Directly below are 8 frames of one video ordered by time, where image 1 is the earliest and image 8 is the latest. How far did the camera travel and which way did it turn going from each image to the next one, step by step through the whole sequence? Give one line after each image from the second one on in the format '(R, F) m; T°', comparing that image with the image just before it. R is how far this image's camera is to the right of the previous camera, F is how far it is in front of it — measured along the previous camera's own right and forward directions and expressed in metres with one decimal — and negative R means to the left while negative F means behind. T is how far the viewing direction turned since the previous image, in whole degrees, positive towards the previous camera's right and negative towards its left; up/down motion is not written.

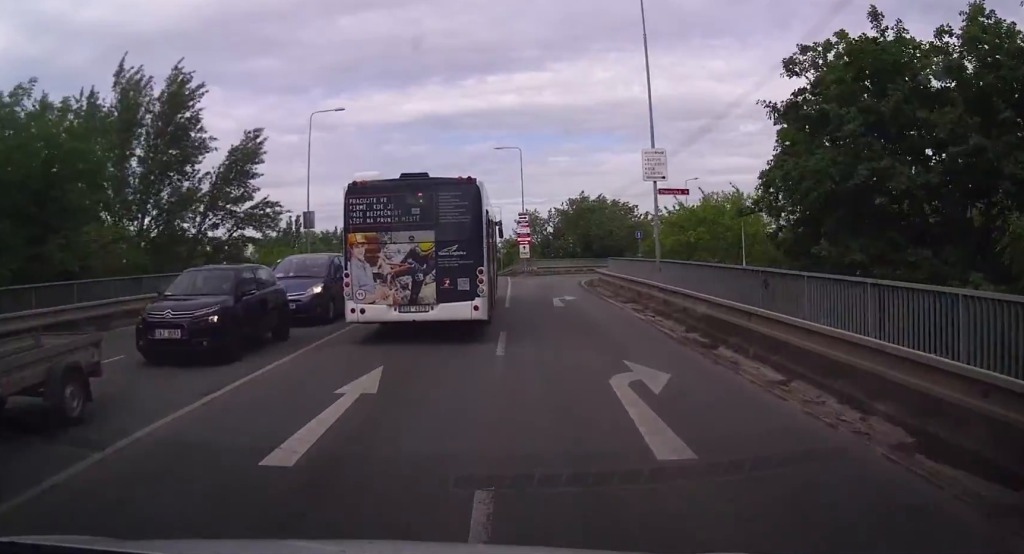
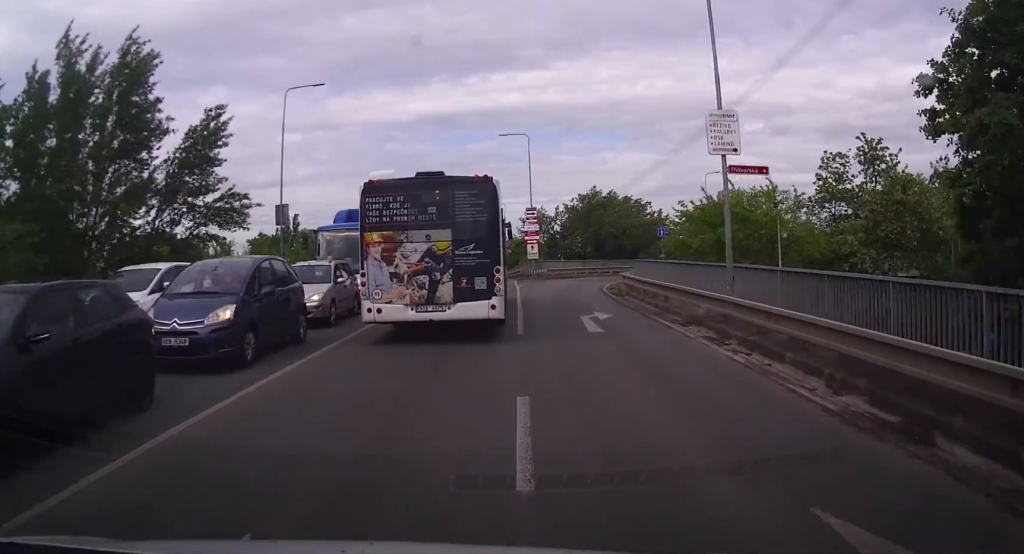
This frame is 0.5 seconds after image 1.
(-0.1, +6.6) m; 0°
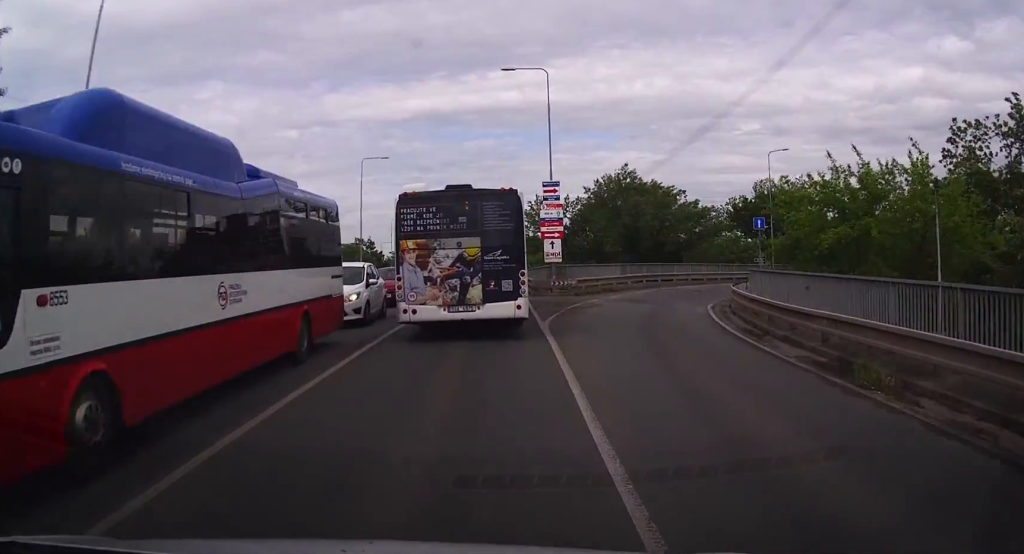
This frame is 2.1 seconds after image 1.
(+0.1, +19.9) m; -1°
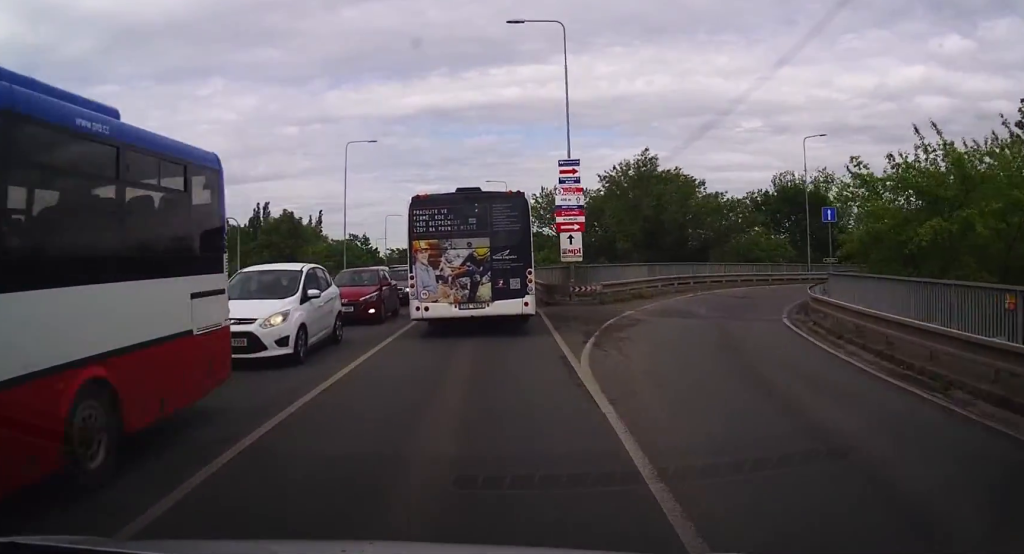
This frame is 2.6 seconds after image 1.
(-0.4, +6.9) m; 0°
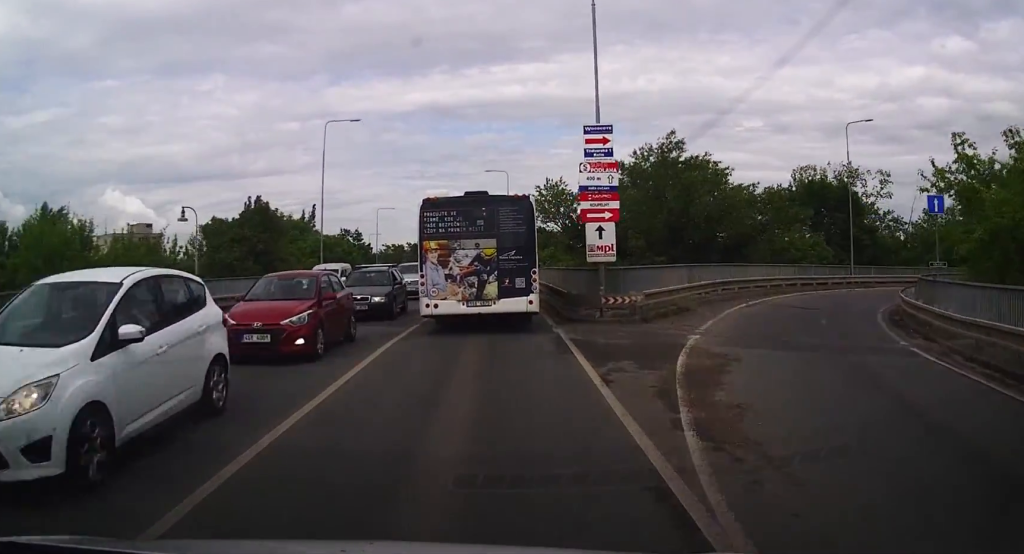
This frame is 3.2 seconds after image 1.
(+0.1, +6.7) m; 0°
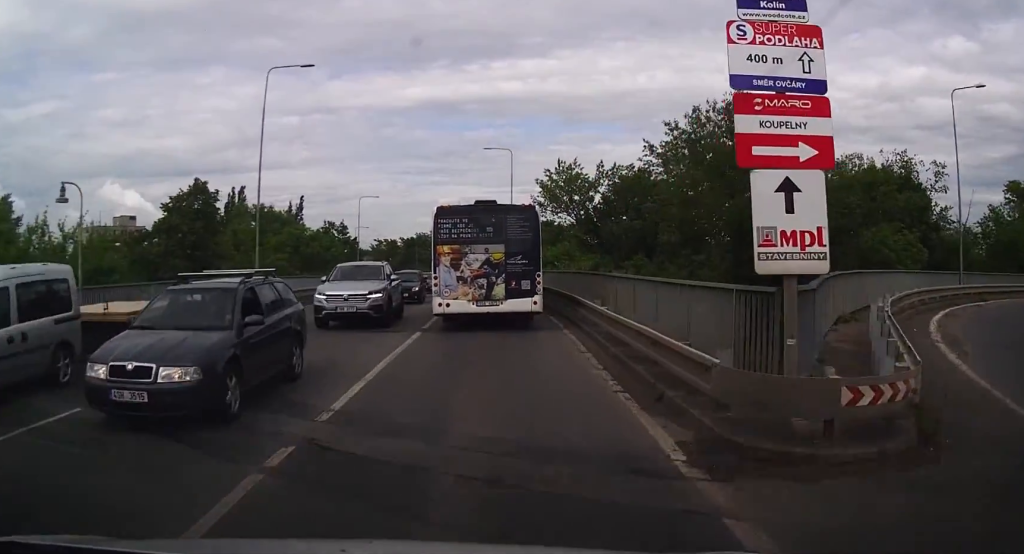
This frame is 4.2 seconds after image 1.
(+0.3, +11.6) m; 0°
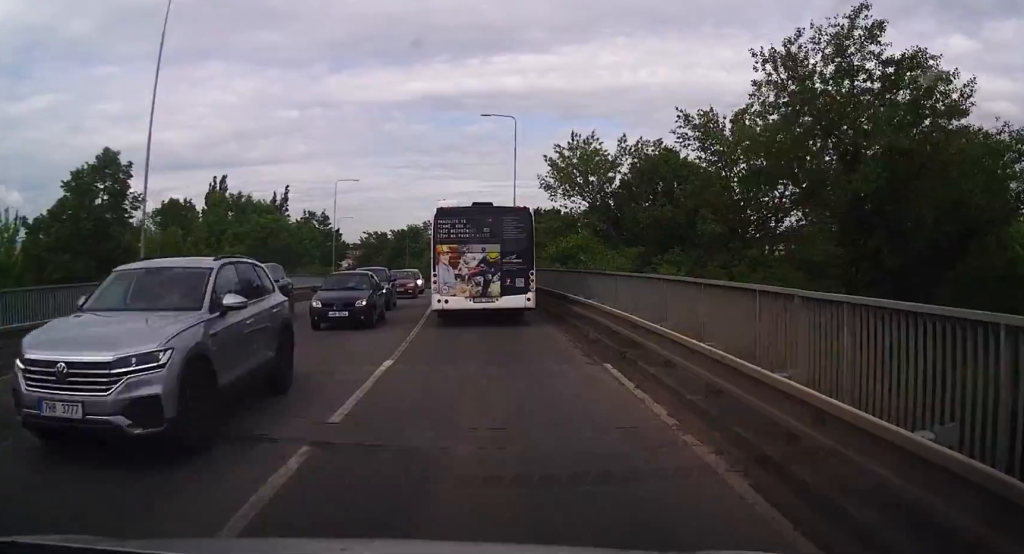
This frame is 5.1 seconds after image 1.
(-0.3, +9.8) m; -1°
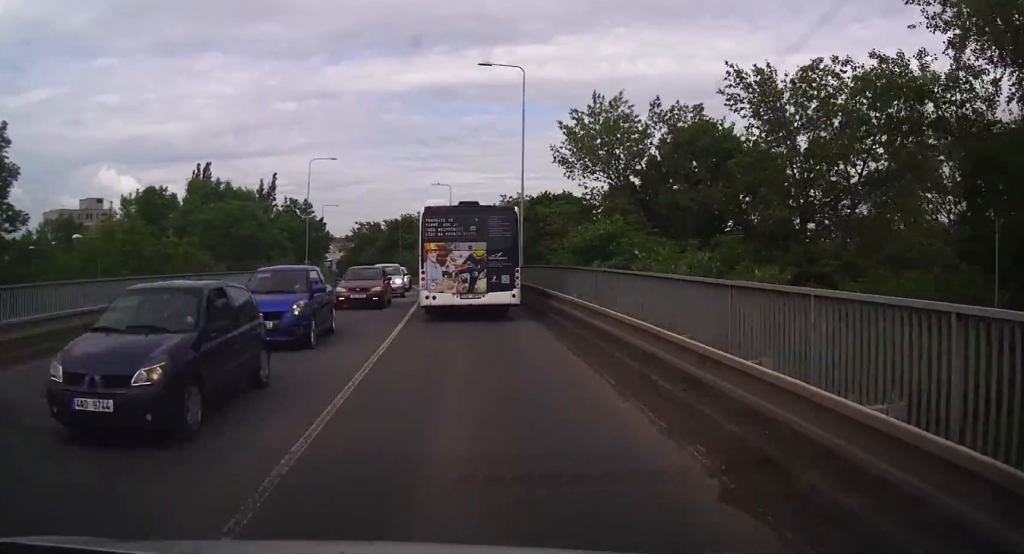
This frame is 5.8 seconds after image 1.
(+0.2, +8.7) m; 0°
